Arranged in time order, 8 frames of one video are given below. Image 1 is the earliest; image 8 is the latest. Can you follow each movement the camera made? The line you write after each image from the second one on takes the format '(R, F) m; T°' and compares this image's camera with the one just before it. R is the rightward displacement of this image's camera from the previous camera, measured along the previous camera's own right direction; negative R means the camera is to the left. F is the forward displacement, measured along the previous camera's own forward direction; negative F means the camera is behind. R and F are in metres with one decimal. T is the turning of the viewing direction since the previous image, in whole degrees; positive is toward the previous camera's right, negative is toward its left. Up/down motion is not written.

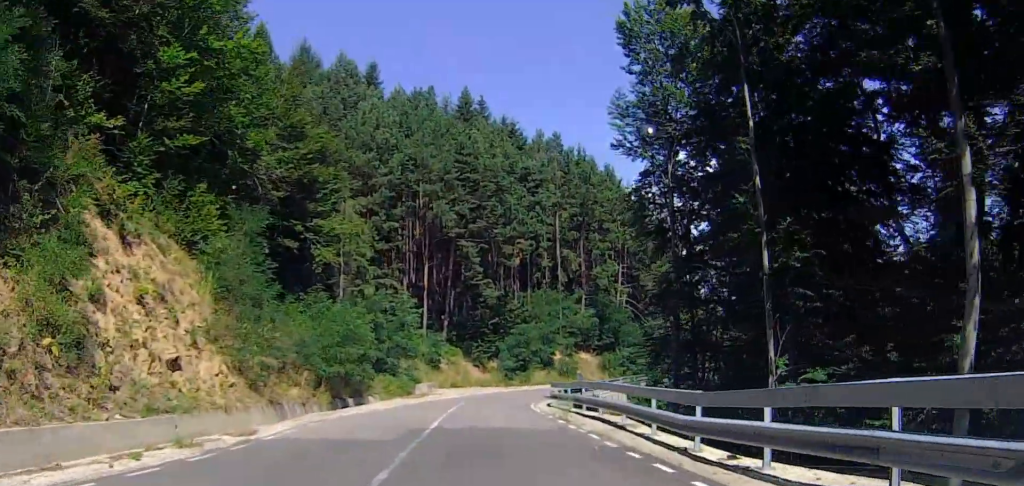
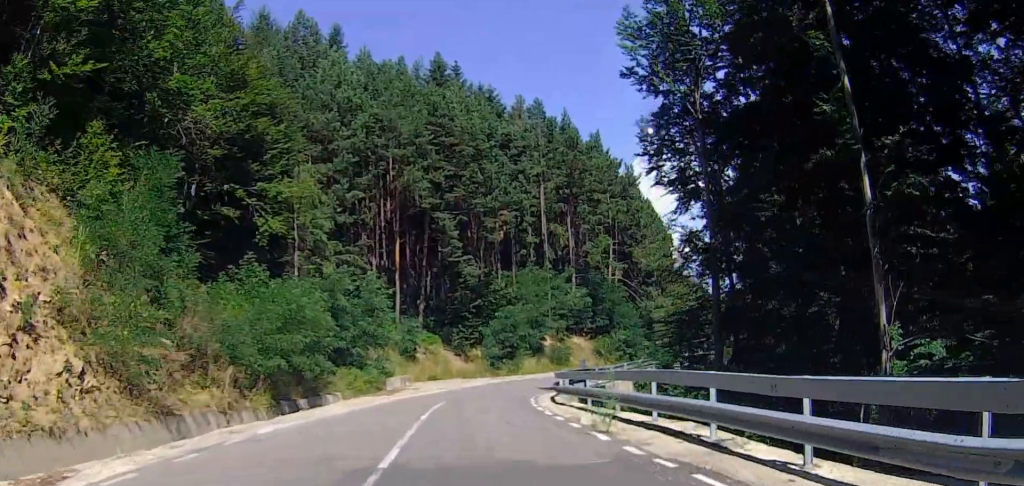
(0.0, +6.9) m; 0°
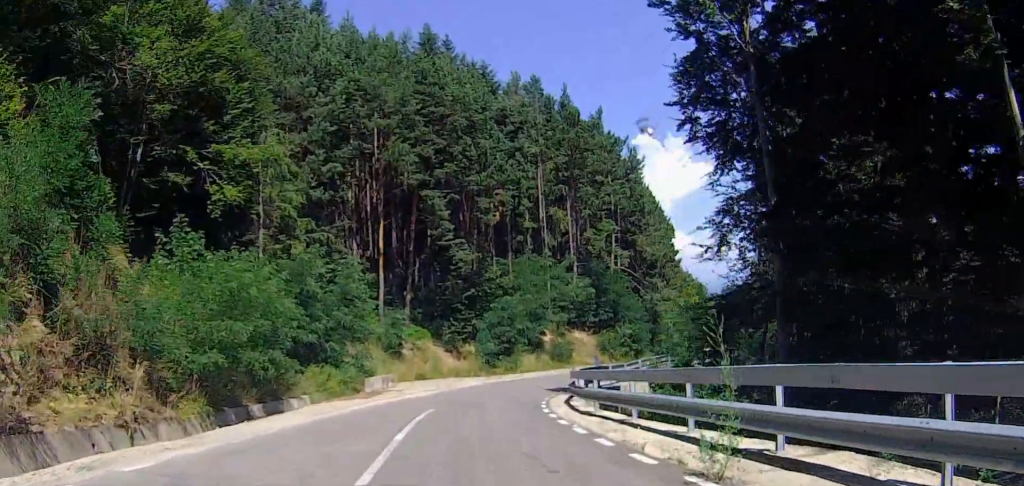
(0.0, +5.5) m; 0°
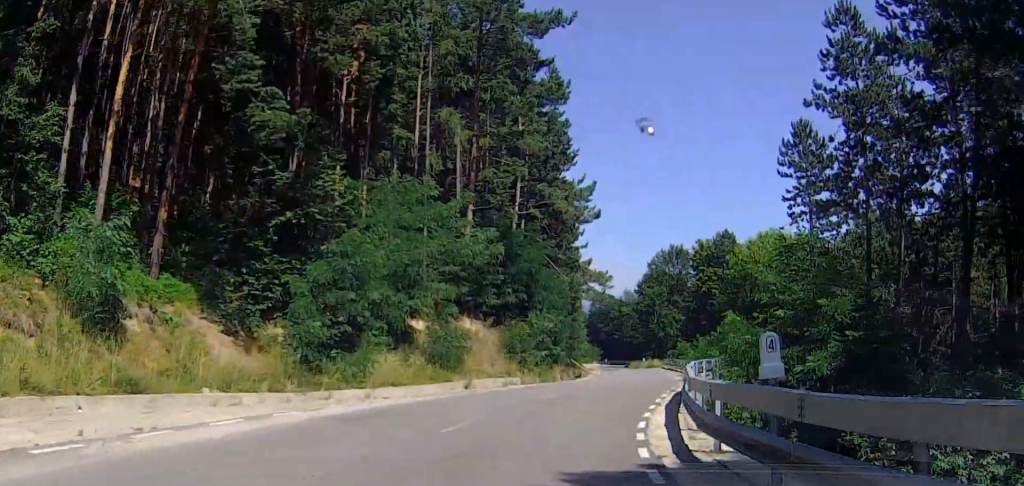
(0.0, +25.0) m; 0°
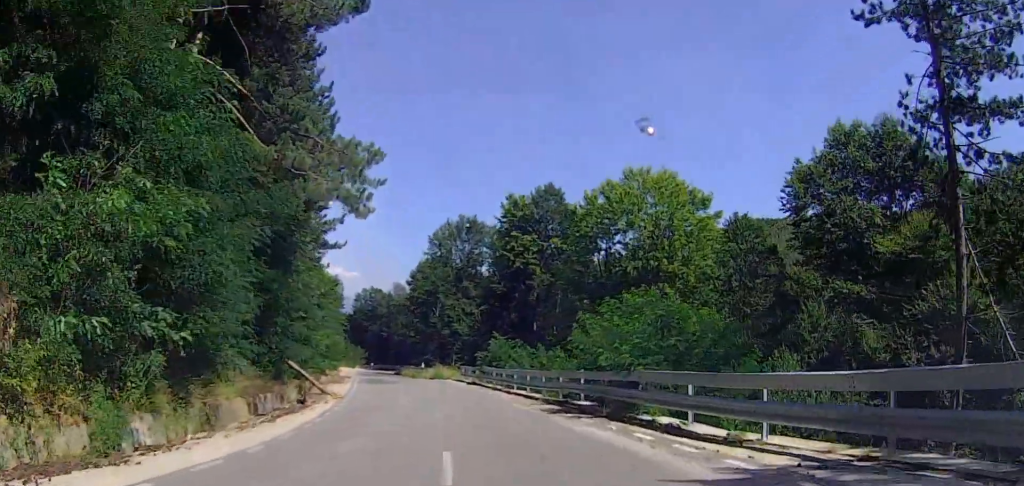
(+0.2, +30.2) m; +11°
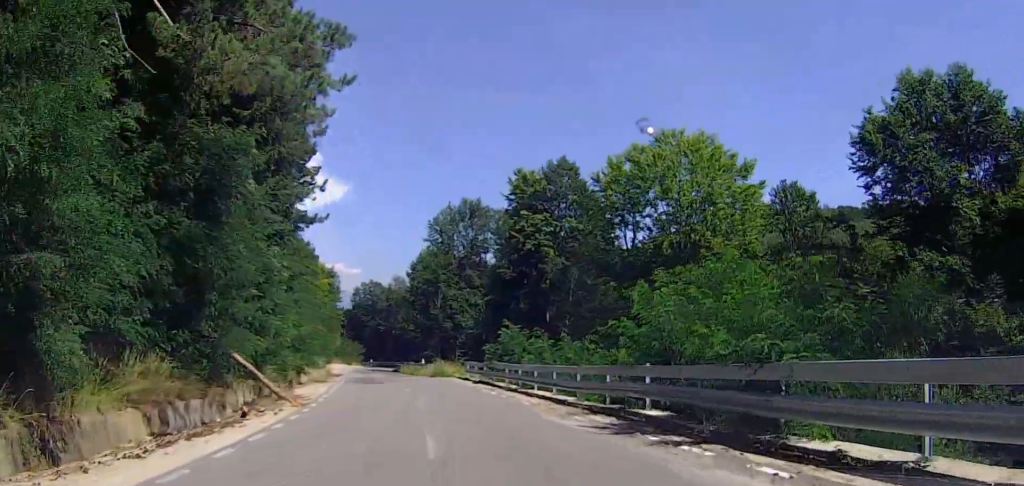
(+0.9, +6.9) m; +5°
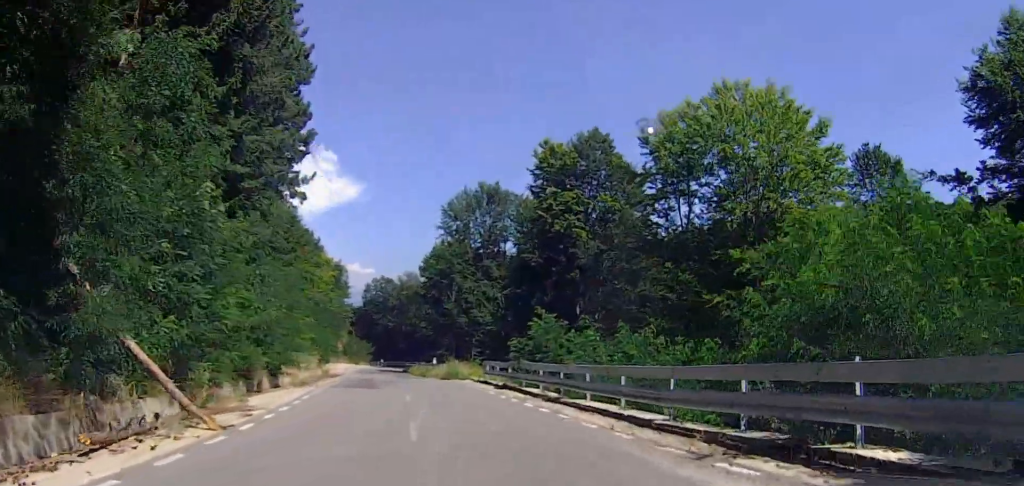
(+0.8, +7.3) m; +6°
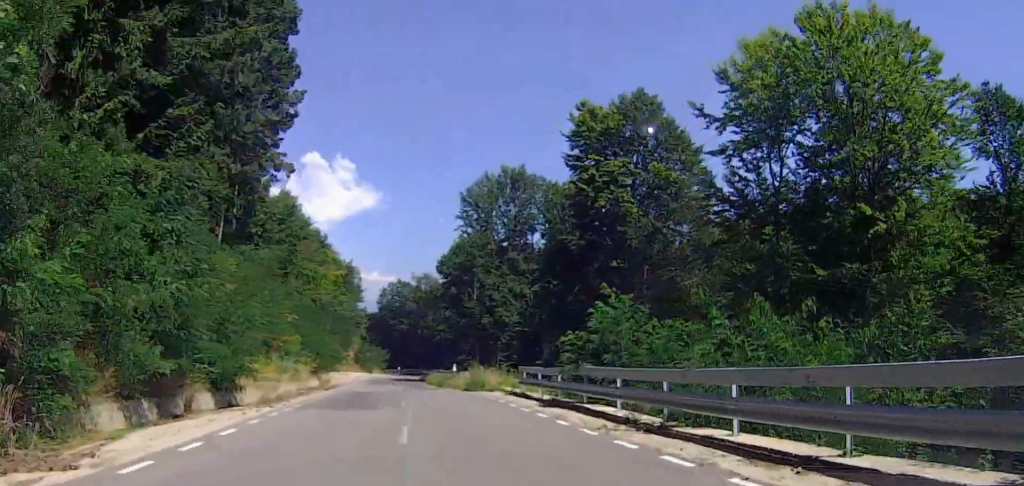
(+0.1, +8.8) m; -2°
